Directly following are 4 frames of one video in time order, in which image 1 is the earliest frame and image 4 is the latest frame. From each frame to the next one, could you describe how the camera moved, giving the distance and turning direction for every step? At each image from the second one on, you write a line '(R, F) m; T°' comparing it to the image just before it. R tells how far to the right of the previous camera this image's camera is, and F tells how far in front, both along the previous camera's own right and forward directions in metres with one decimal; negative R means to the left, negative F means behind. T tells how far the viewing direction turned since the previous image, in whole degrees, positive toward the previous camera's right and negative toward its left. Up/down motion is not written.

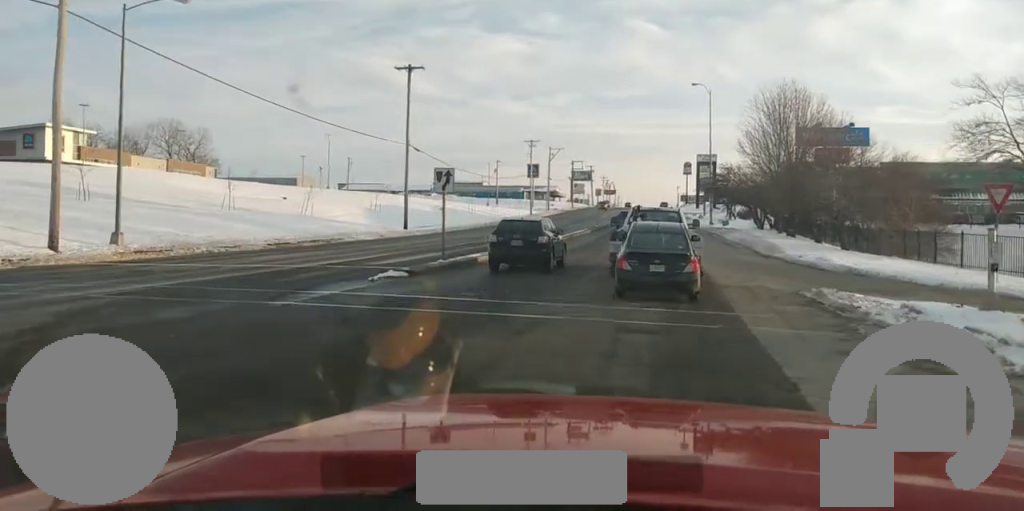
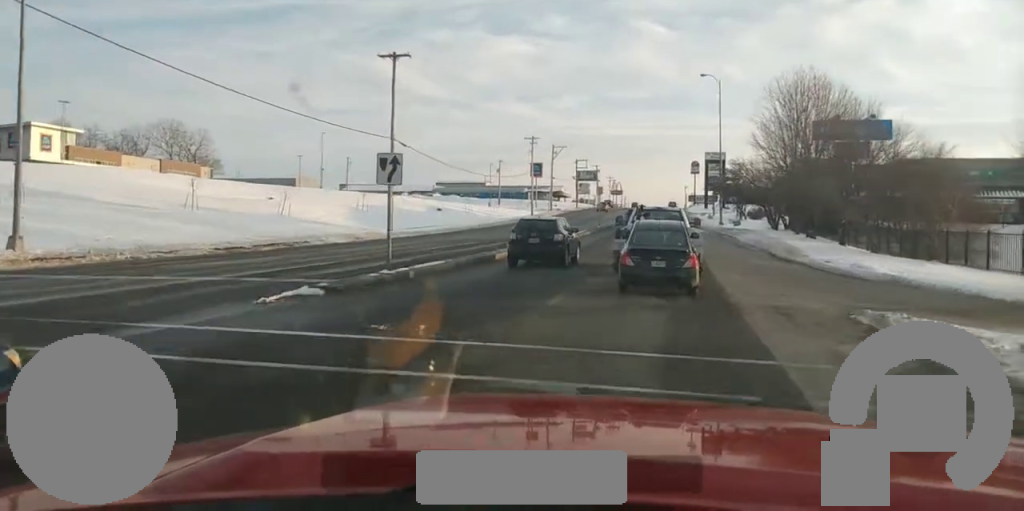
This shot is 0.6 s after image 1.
(-0.1, +5.7) m; 0°
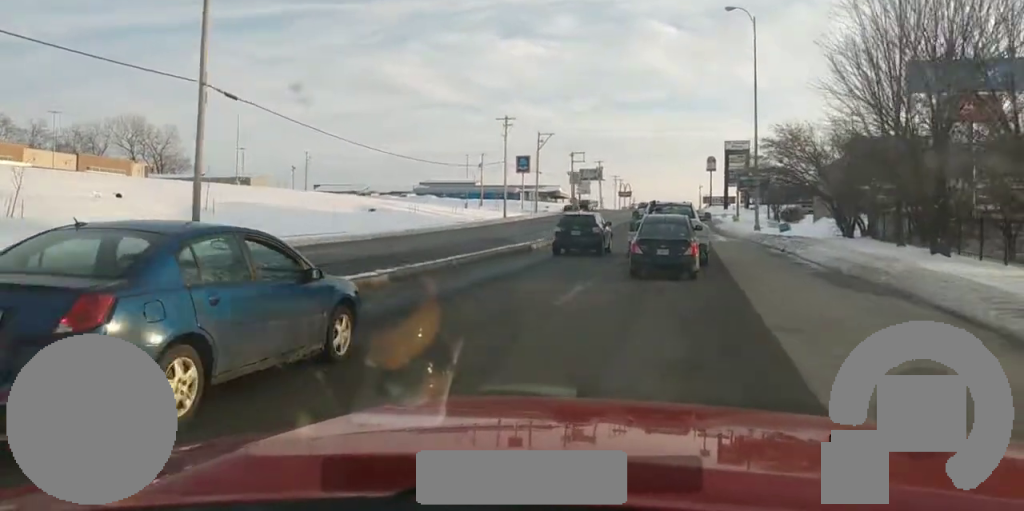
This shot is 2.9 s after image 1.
(+0.1, +26.0) m; 0°
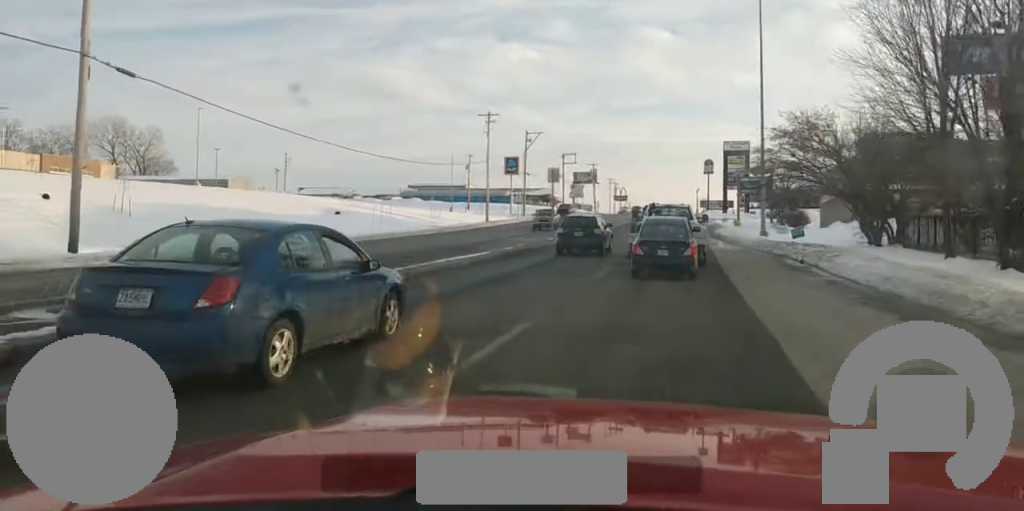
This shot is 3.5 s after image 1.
(0.0, +7.2) m; 0°
